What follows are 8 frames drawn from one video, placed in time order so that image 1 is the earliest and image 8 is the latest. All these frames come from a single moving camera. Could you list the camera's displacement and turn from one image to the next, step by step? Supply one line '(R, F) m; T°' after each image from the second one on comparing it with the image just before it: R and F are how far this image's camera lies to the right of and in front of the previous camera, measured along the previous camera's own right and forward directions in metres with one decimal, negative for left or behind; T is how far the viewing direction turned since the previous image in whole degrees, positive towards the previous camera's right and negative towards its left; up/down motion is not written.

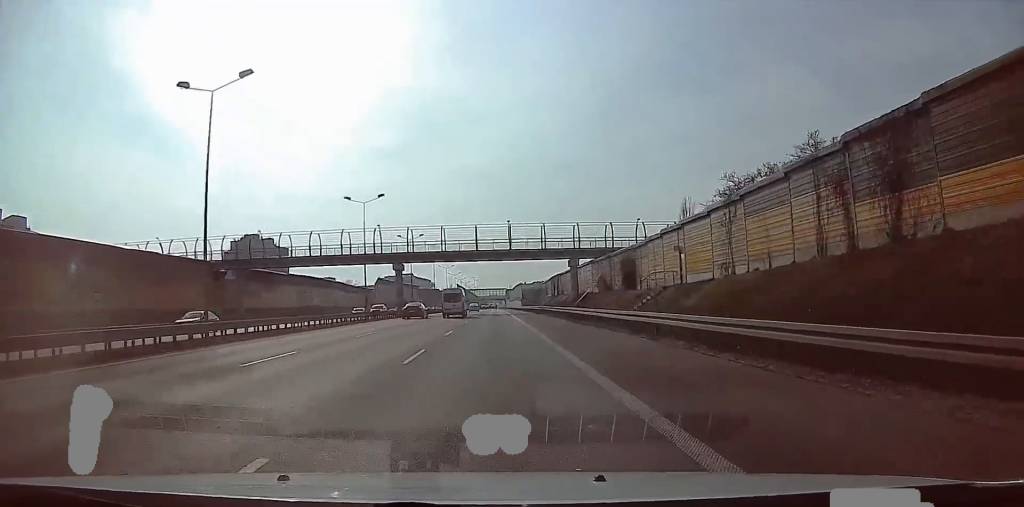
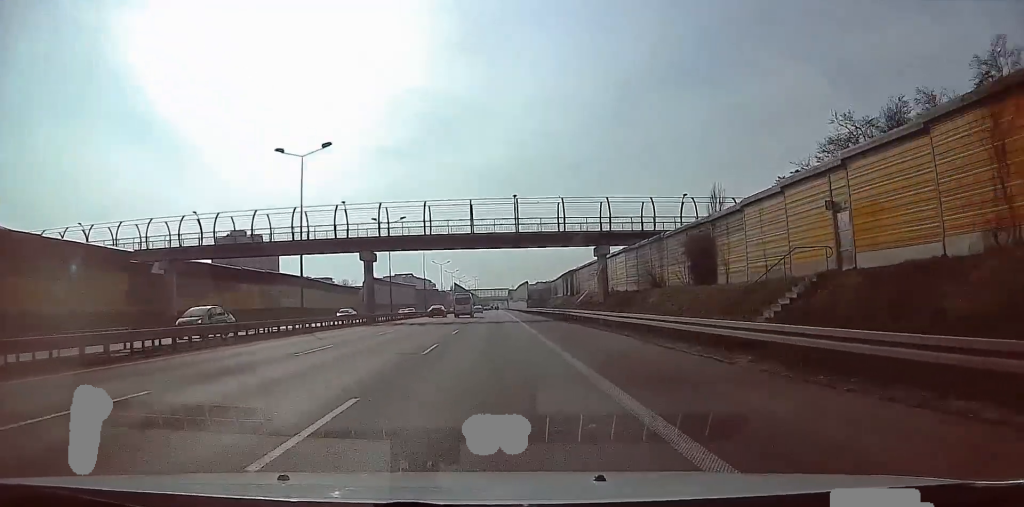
(0.0, +20.2) m; 0°
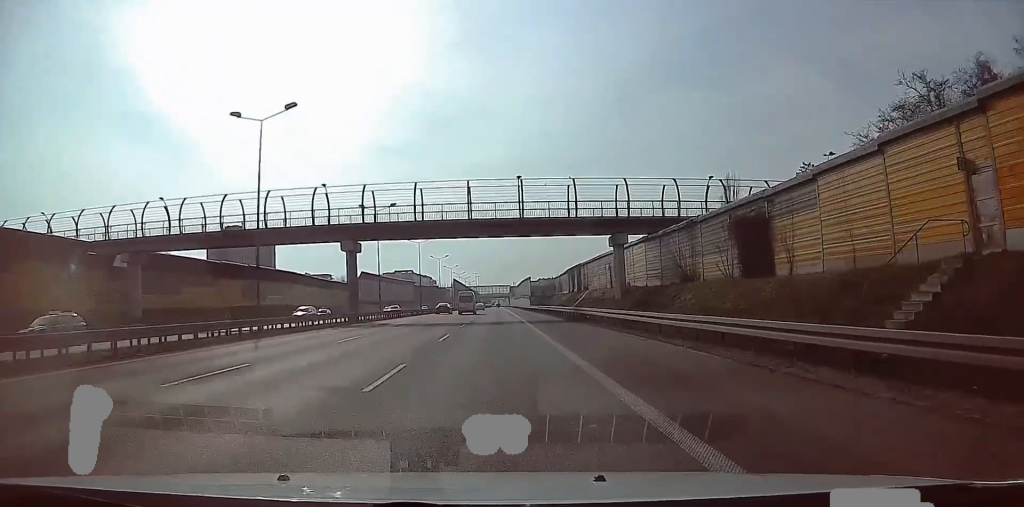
(0.0, +8.3) m; 0°
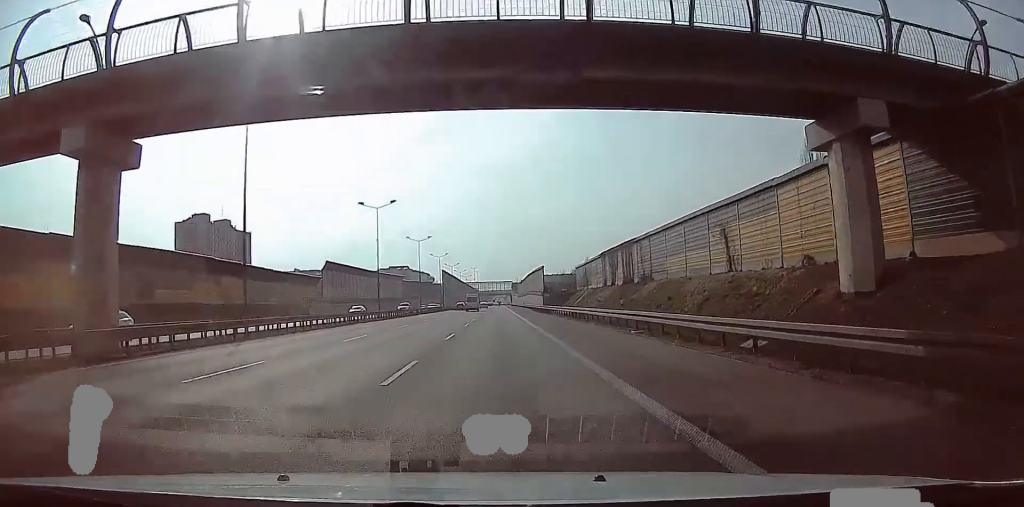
(0.0, +35.5) m; 0°
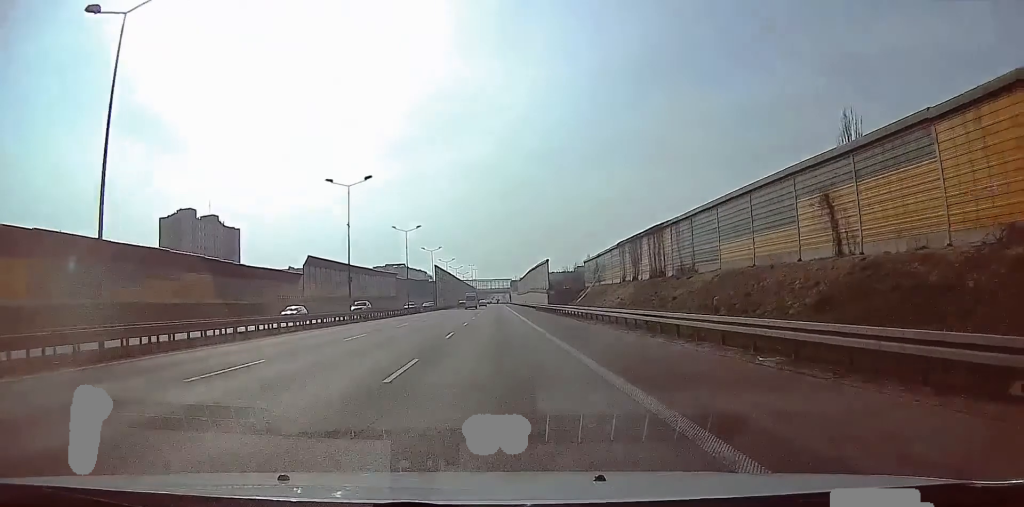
(0.0, +11.9) m; 0°
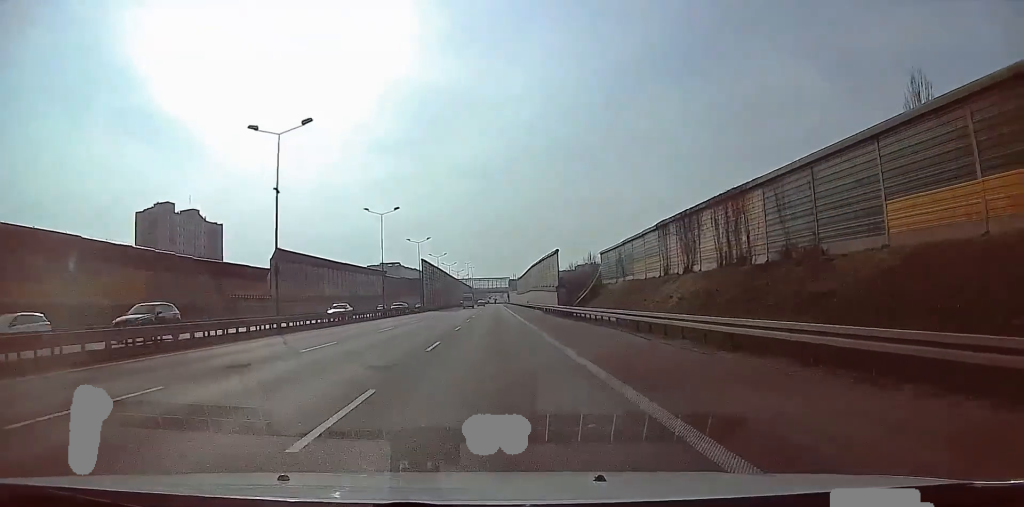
(0.0, +16.8) m; +2°
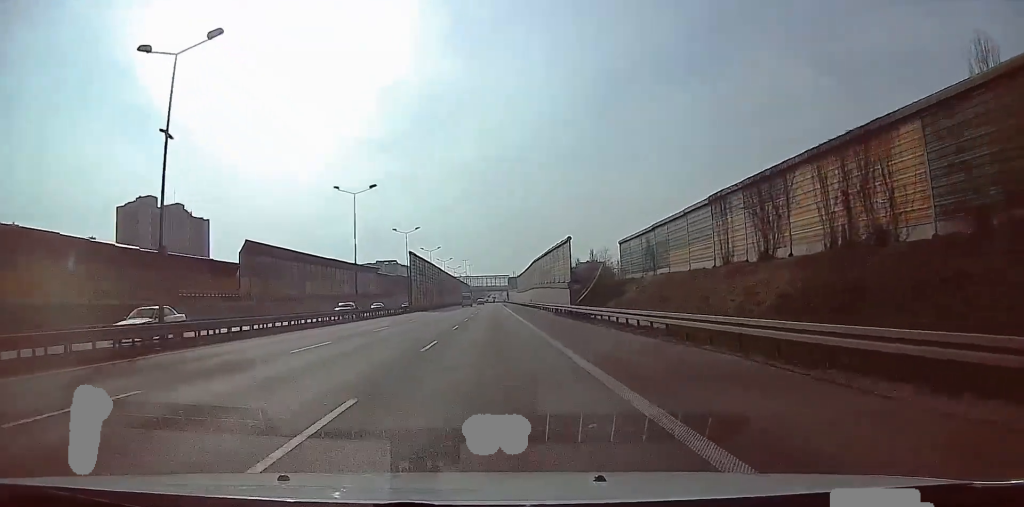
(+0.2, +12.7) m; 0°
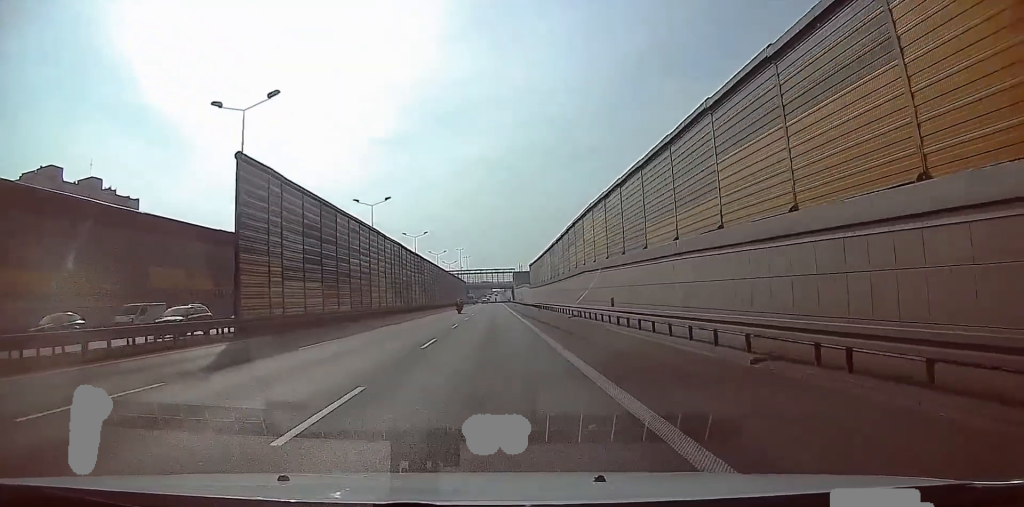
(-0.5, +58.6) m; -1°
